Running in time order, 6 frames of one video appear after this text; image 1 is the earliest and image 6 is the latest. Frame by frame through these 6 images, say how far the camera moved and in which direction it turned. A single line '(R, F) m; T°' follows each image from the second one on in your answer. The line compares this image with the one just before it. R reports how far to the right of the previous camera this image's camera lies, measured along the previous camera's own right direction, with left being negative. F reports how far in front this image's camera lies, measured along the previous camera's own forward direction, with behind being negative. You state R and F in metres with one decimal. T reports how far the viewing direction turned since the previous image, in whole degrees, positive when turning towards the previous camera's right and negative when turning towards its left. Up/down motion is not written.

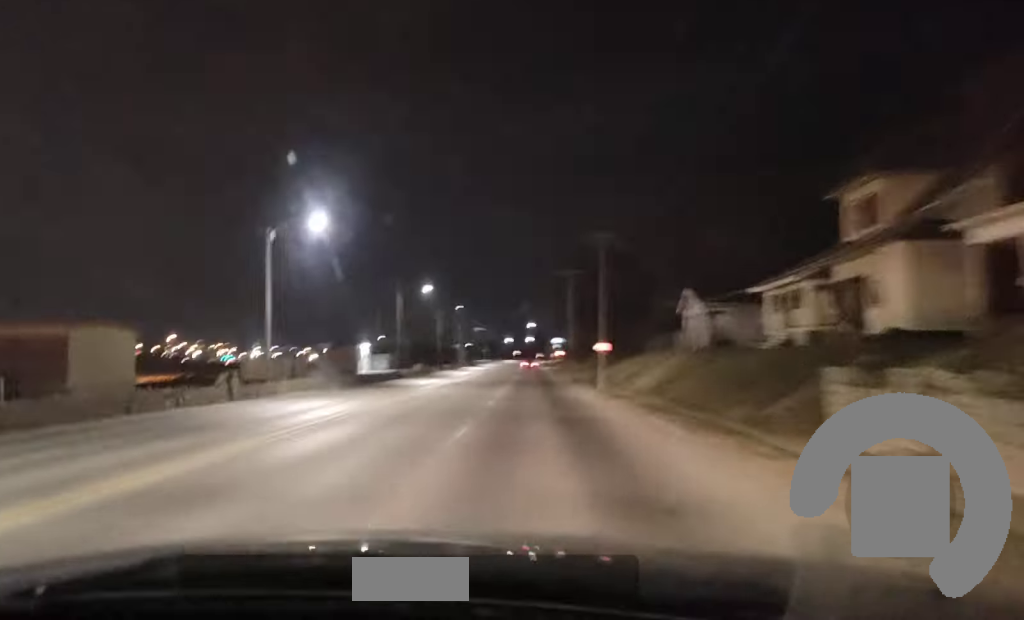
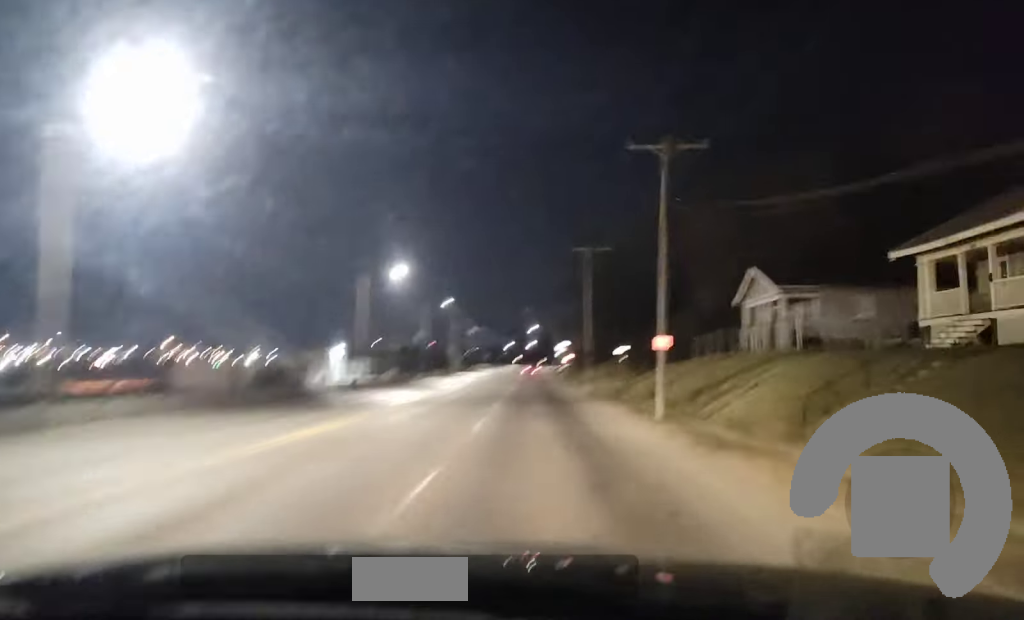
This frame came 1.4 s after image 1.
(+0.2, +20.2) m; +1°
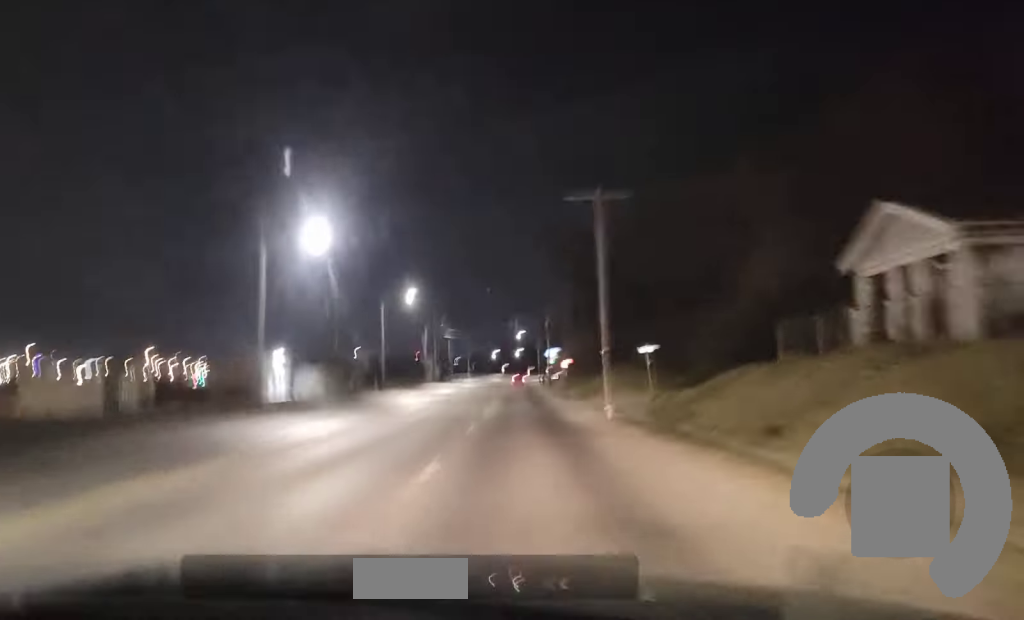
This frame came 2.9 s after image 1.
(-0.2, +22.1) m; -1°
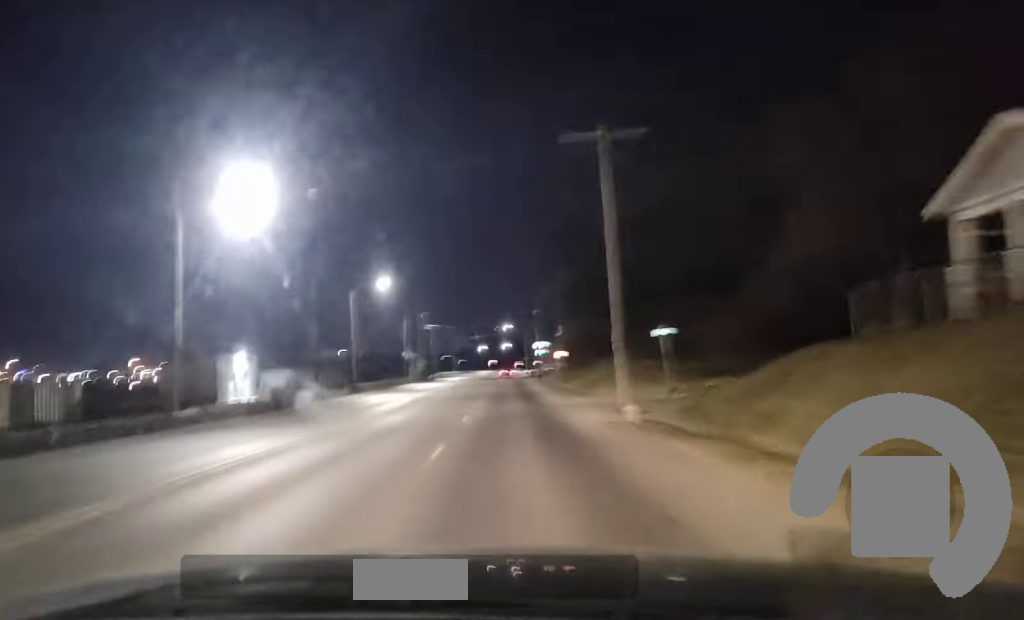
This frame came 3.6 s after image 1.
(0.0, +9.3) m; -1°
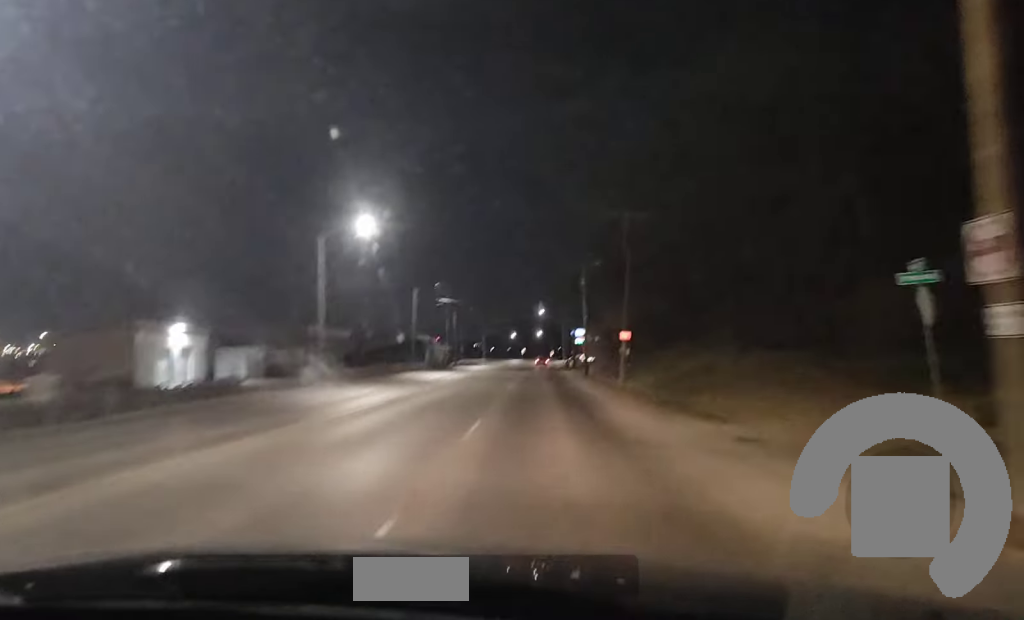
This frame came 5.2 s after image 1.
(-0.1, +23.1) m; 0°
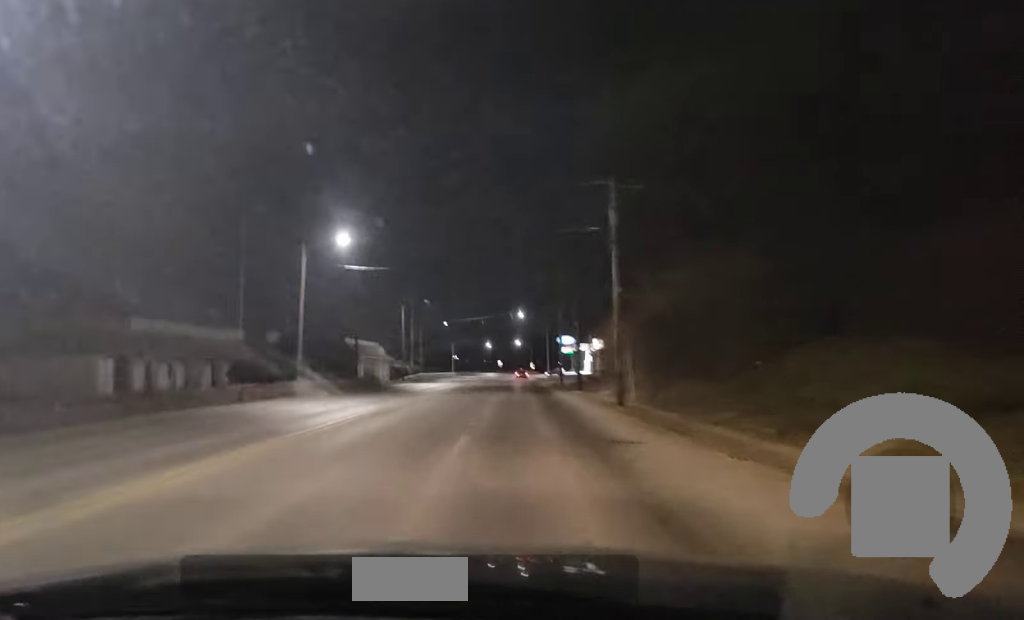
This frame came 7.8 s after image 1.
(+0.7, +37.4) m; +2°
